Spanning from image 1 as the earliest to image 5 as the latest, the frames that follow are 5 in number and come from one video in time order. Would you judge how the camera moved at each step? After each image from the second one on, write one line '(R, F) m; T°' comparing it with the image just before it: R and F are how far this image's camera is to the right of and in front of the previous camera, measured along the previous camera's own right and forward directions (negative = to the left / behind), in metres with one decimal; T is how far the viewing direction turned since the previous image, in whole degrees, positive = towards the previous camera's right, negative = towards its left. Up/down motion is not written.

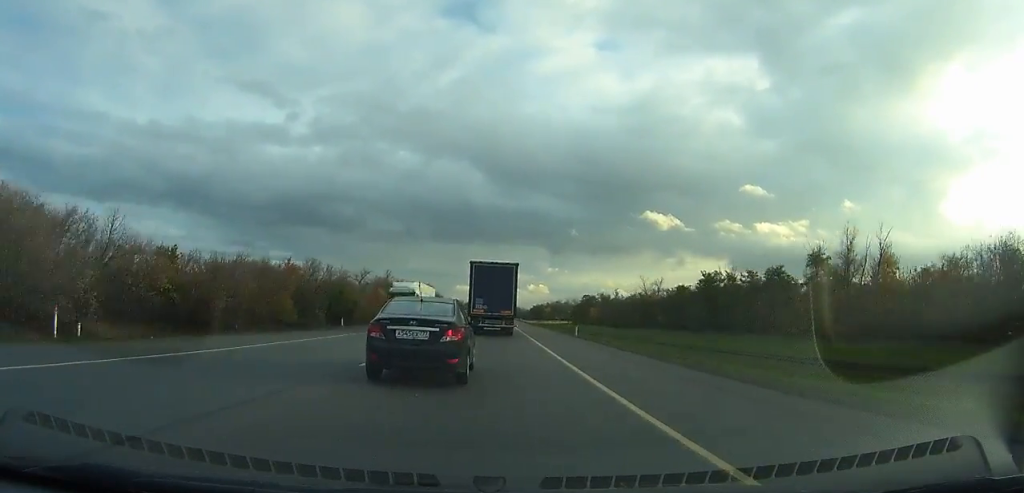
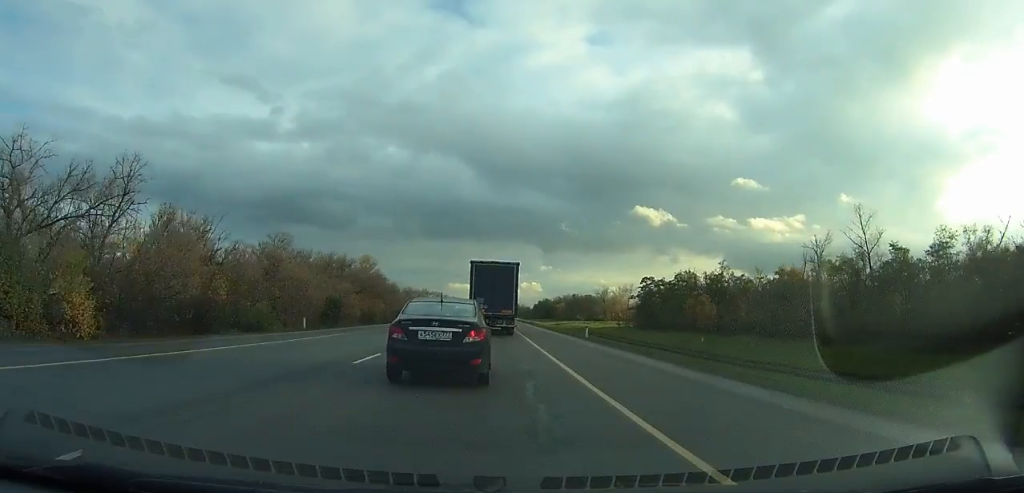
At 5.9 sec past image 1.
(+0.2, +105.3) m; 0°
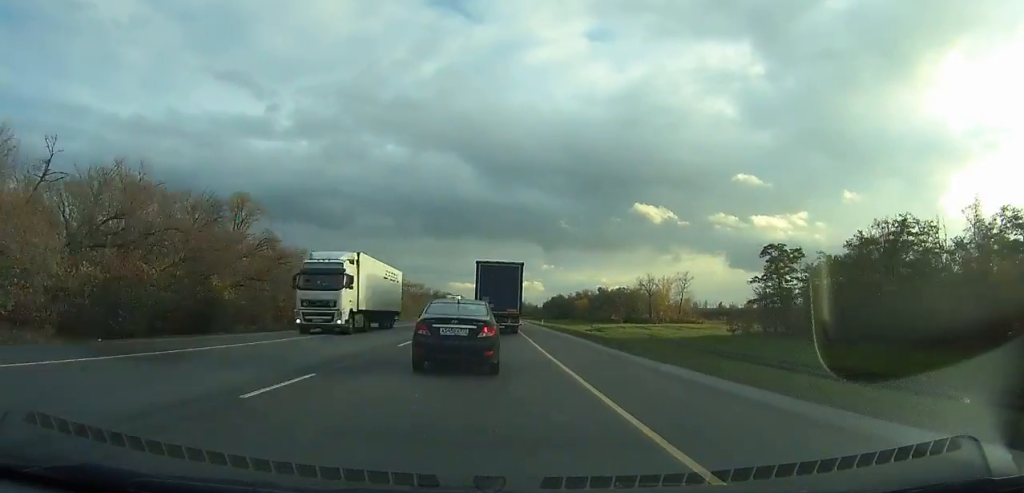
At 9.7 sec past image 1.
(-0.3, +66.6) m; 0°
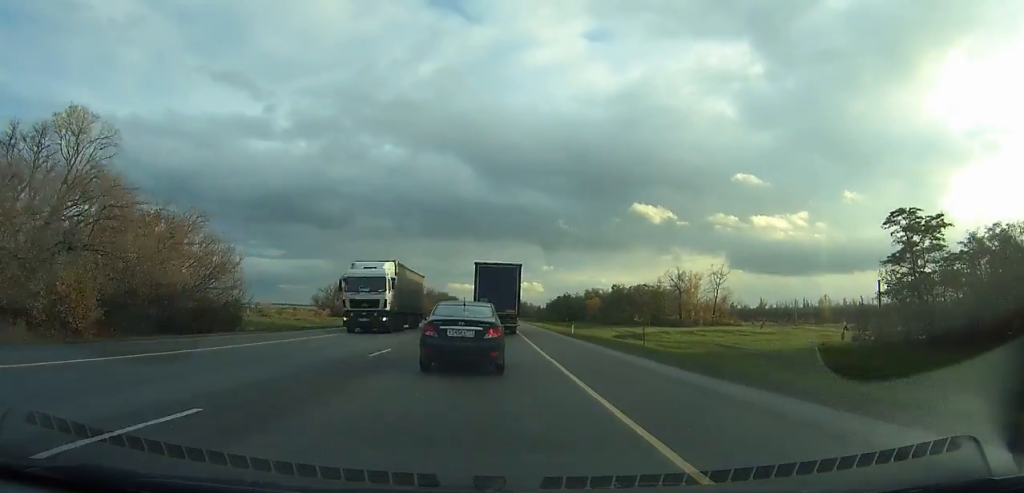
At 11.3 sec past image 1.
(0.0, +27.9) m; 0°
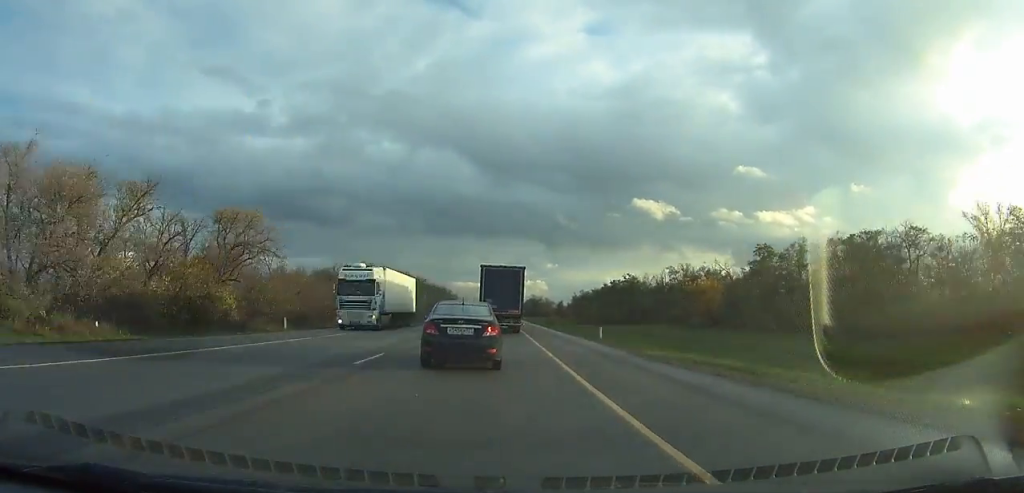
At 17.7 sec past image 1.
(+0.4, +110.9) m; 0°
